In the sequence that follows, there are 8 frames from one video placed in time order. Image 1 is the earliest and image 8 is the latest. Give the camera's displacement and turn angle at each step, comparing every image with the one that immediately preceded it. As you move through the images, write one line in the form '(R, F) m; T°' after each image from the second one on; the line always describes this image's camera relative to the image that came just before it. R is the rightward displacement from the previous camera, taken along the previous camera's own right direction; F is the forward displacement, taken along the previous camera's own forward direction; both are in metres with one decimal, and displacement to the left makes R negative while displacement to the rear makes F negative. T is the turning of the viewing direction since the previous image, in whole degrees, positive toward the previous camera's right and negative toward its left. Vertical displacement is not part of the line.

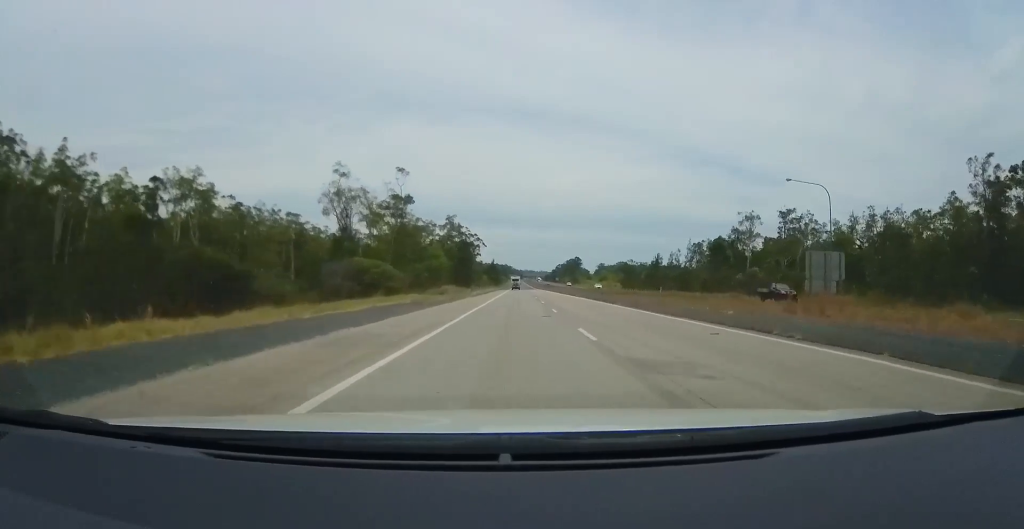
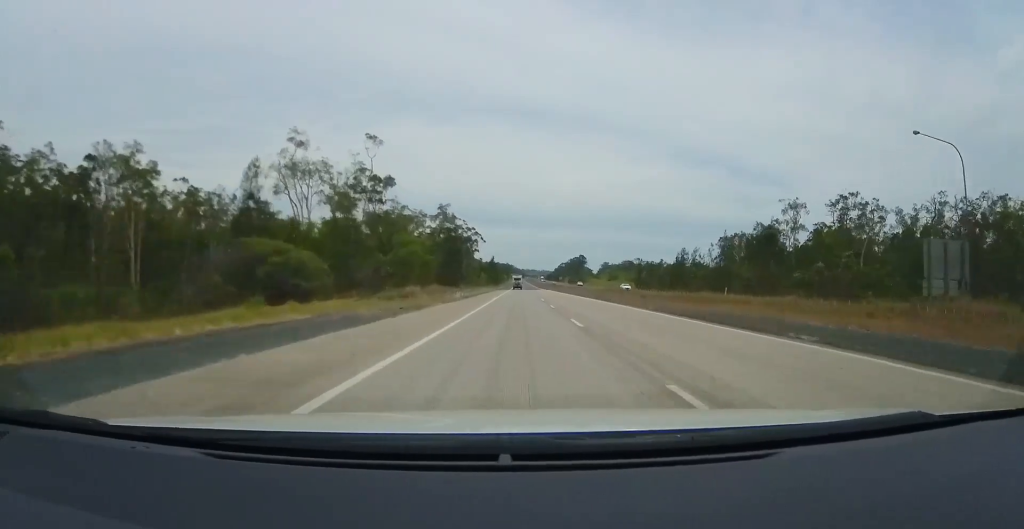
(-0.3, +20.6) m; 0°
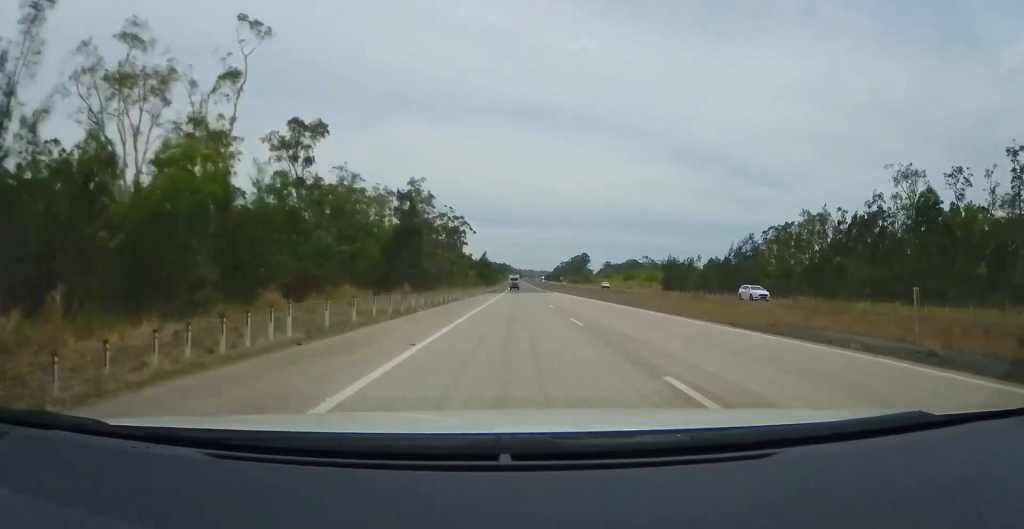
(+0.5, +35.2) m; +1°
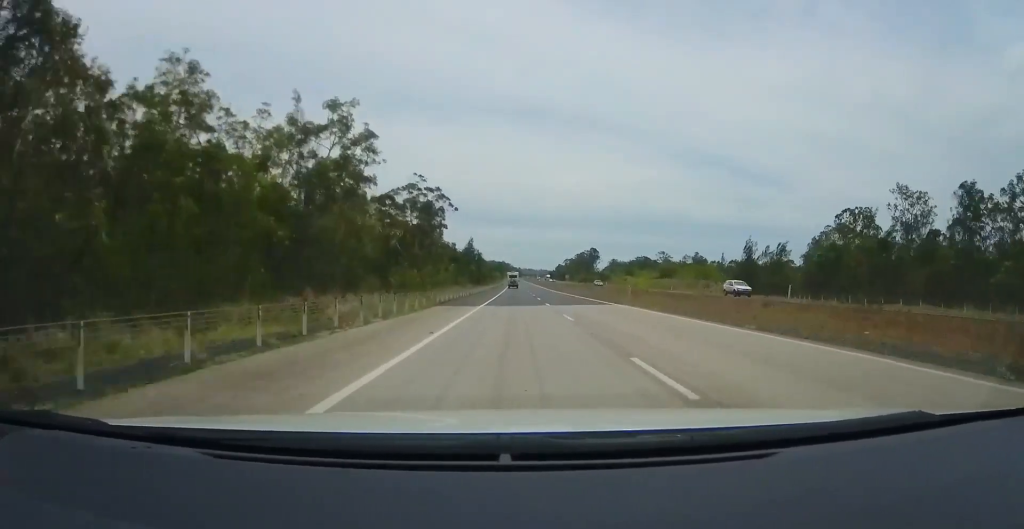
(+0.5, +46.1) m; 0°
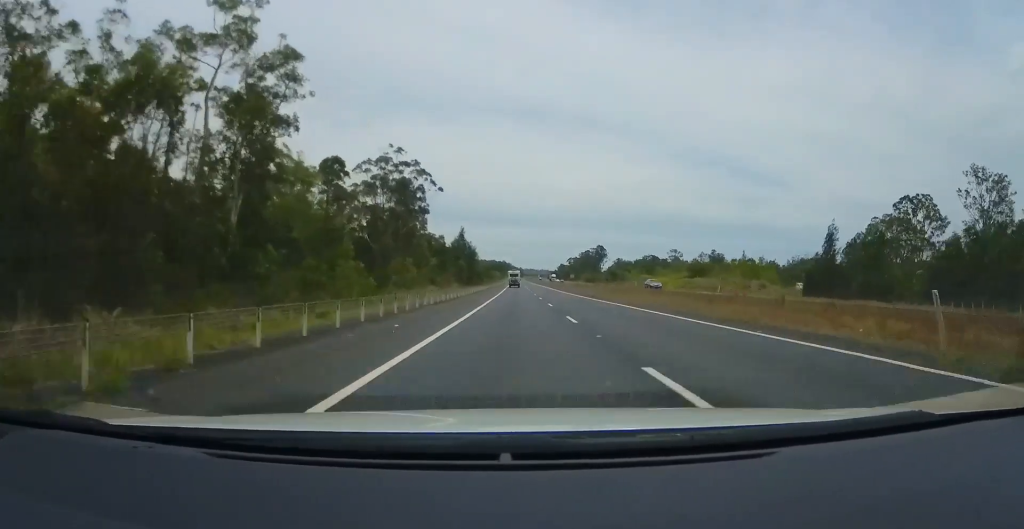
(-0.2, +25.3) m; -1°
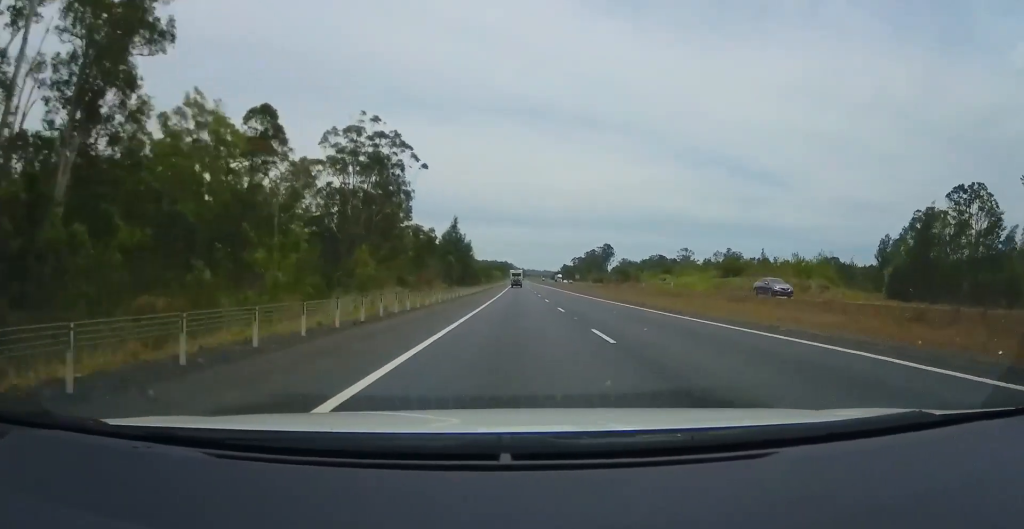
(-0.3, +18.0) m; -1°
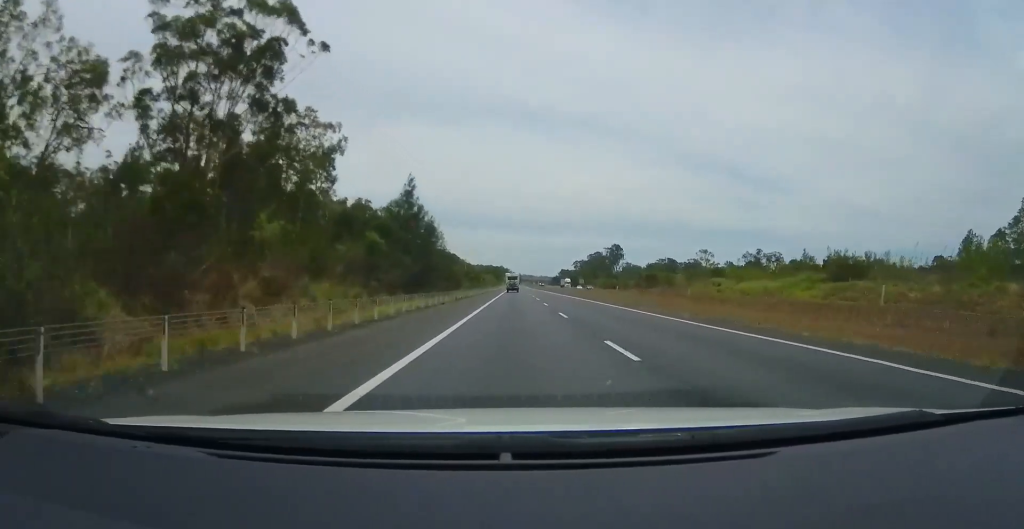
(+0.5, +38.3) m; +2°
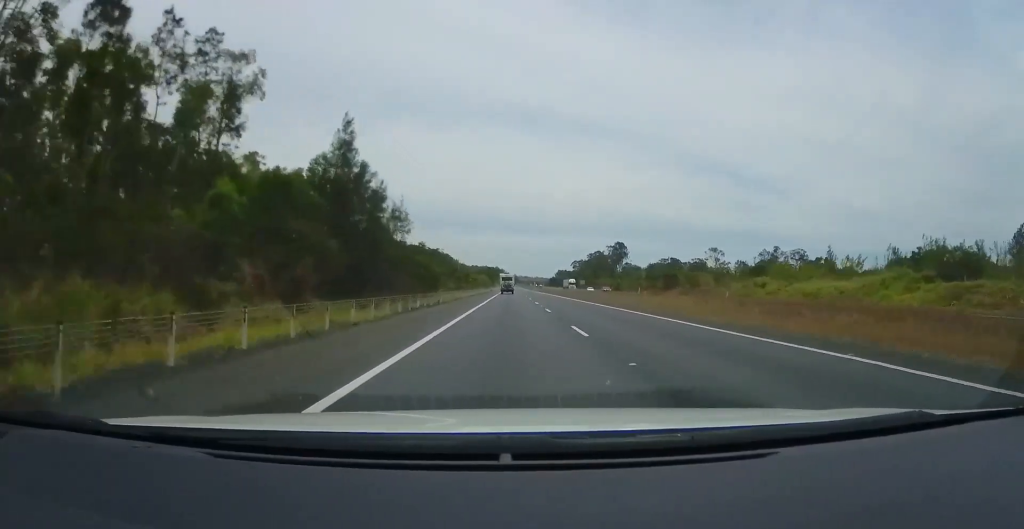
(+0.5, +19.2) m; +1°
